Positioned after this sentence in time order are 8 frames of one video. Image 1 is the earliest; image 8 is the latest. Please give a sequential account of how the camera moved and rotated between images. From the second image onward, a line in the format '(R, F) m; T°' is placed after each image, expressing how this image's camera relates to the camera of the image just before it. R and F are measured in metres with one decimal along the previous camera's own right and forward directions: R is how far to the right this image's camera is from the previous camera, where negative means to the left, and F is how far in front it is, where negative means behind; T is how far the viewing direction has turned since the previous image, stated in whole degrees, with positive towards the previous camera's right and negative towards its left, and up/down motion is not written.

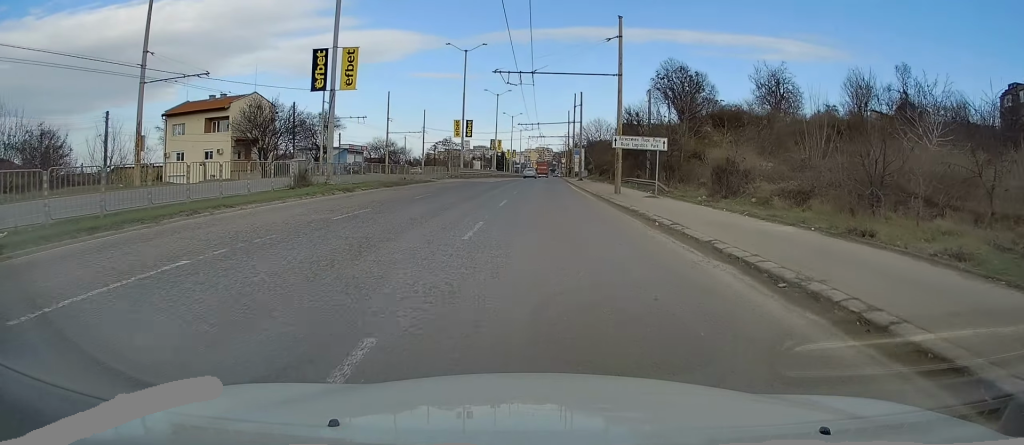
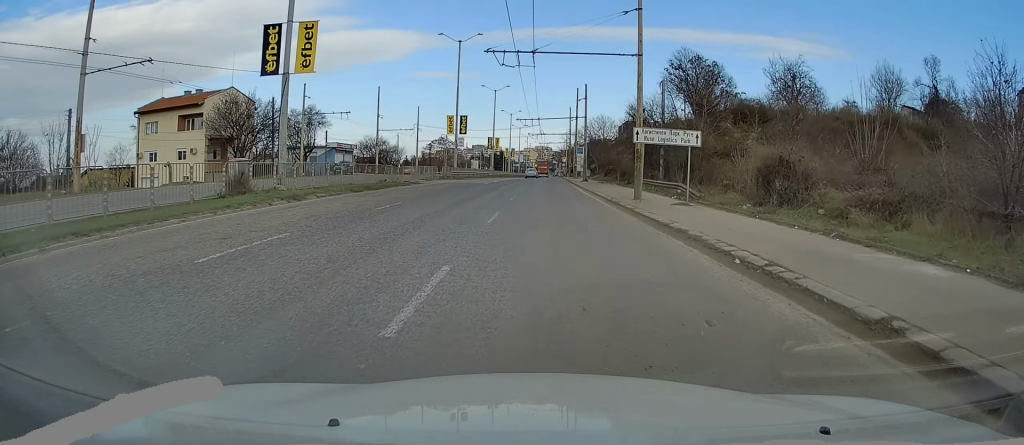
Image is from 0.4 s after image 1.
(+0.1, +5.9) m; +1°
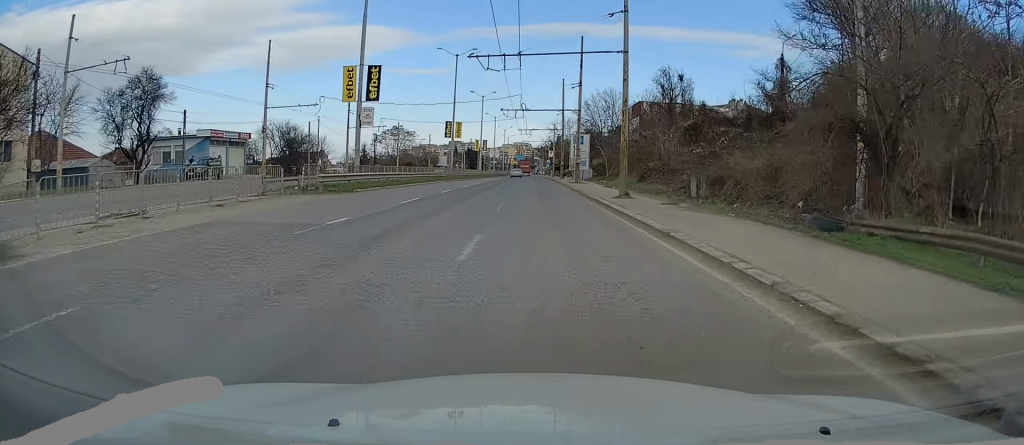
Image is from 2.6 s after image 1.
(+1.2, +32.5) m; +3°
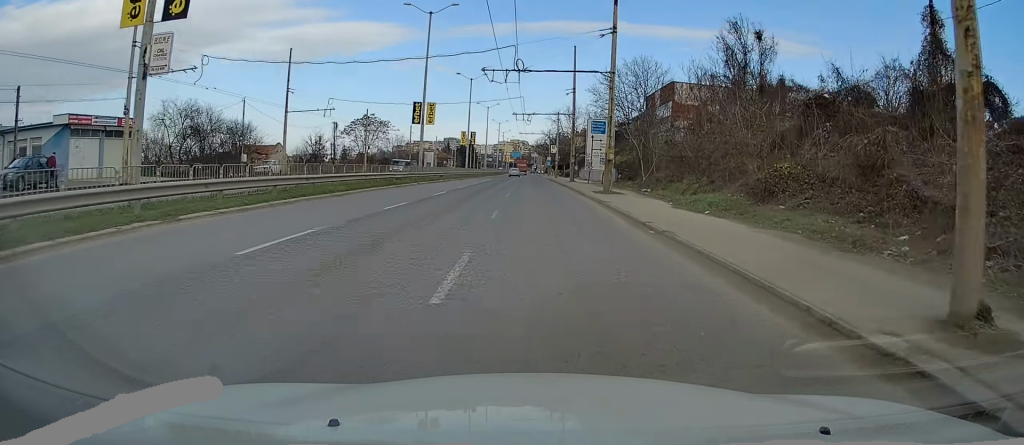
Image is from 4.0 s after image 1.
(-0.5, +20.7) m; -1°
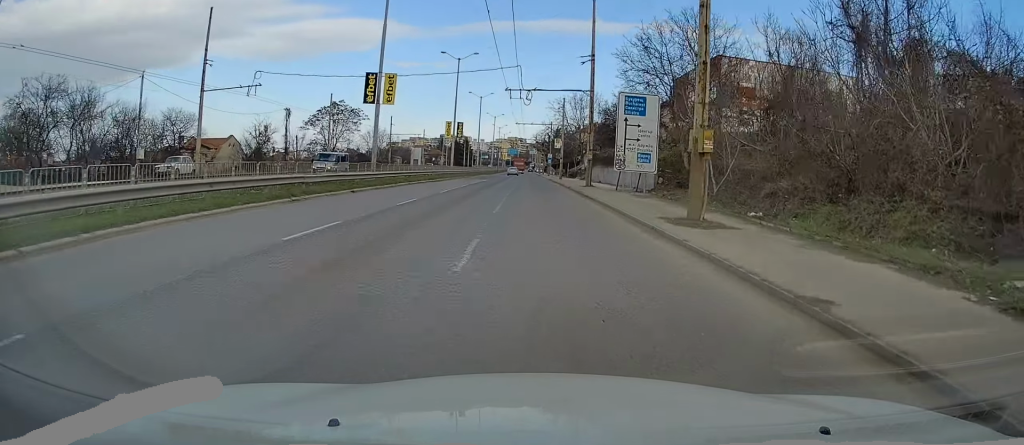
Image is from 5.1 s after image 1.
(0.0, +16.6) m; 0°
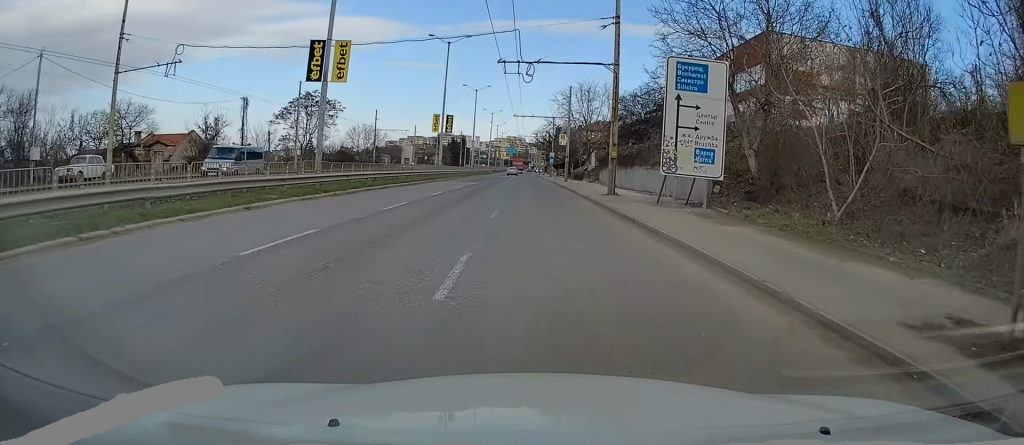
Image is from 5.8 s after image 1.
(0.0, +10.7) m; 0°
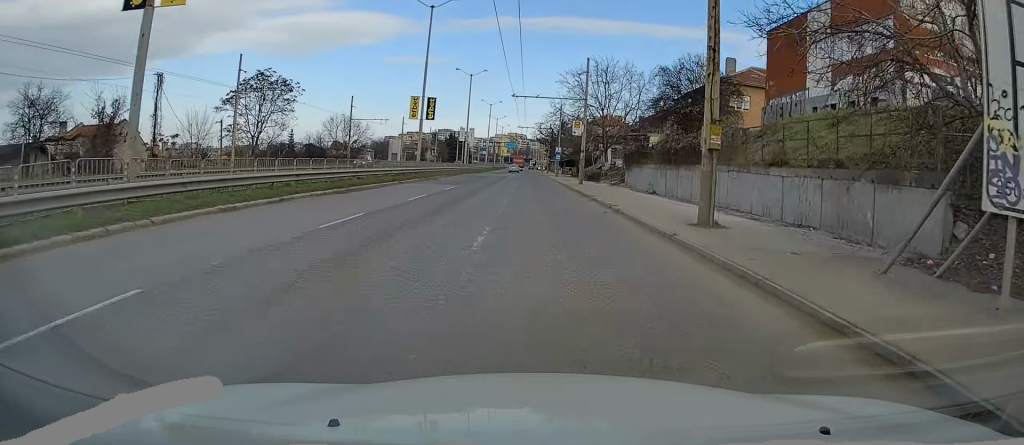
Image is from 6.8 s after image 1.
(0.0, +14.8) m; 0°
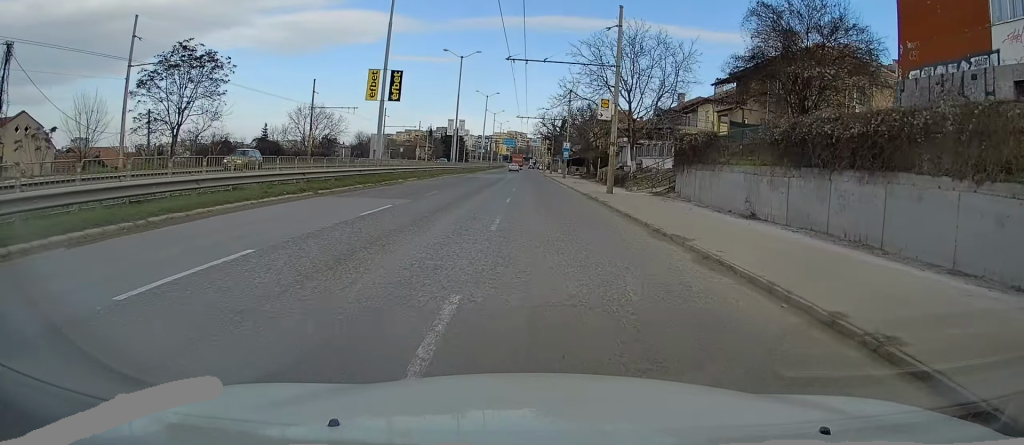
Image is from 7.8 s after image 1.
(-0.1, +15.3) m; 0°
